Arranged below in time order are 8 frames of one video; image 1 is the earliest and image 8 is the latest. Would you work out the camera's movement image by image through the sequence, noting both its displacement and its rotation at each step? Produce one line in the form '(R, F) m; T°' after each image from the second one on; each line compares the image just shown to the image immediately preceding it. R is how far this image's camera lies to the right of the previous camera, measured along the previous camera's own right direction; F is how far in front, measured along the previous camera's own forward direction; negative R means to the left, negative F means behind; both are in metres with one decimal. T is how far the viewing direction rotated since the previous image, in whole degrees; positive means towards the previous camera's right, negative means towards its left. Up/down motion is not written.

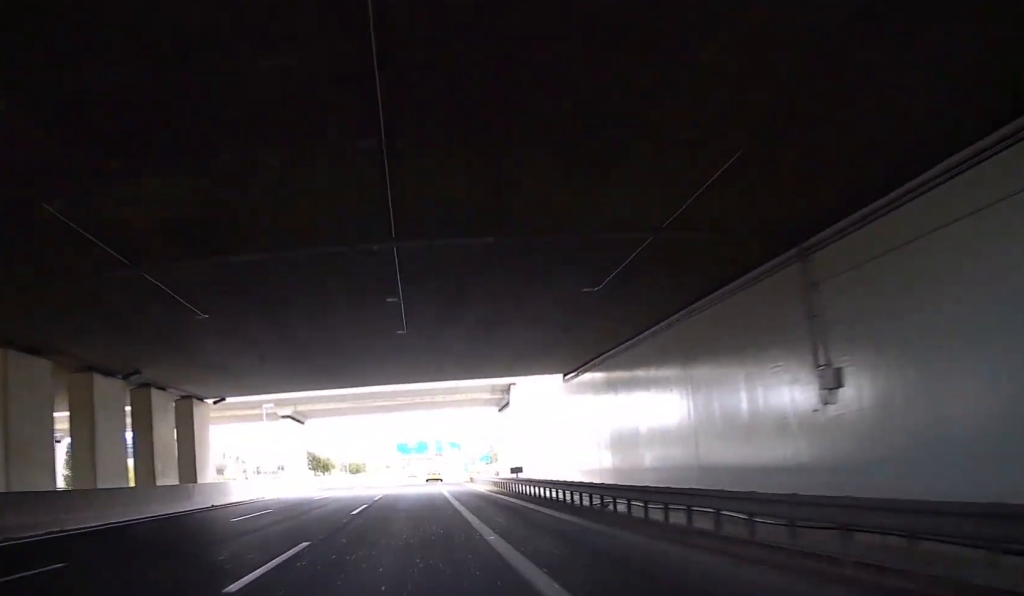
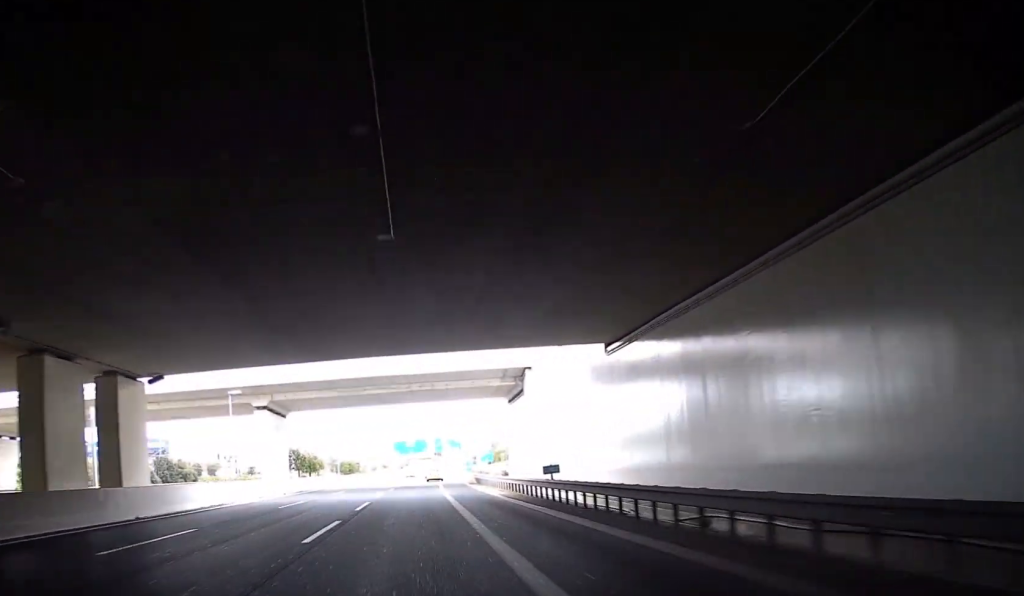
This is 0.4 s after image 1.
(+0.1, +9.7) m; 0°
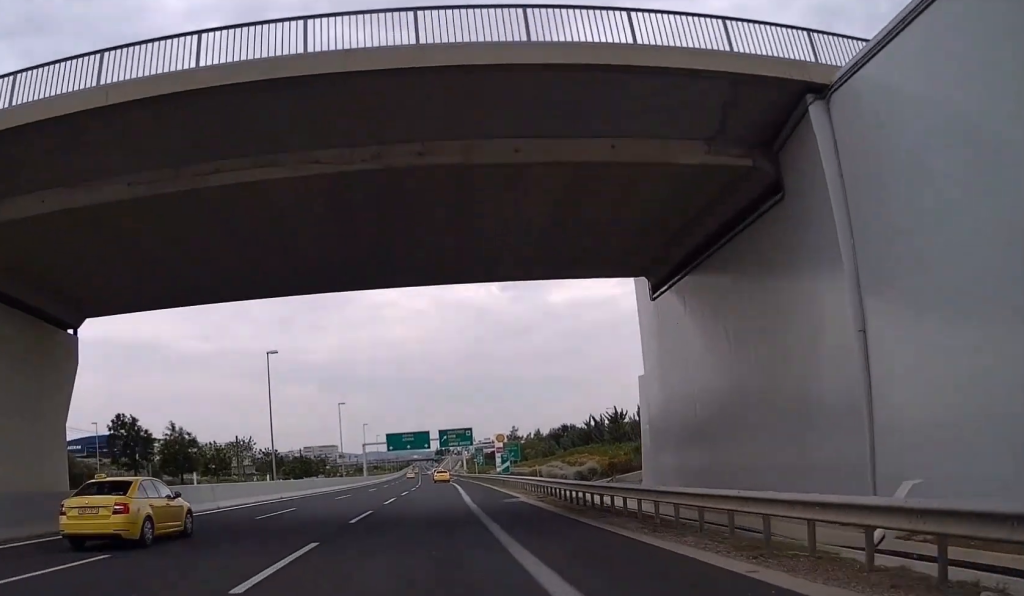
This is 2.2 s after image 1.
(-0.4, +42.6) m; 0°
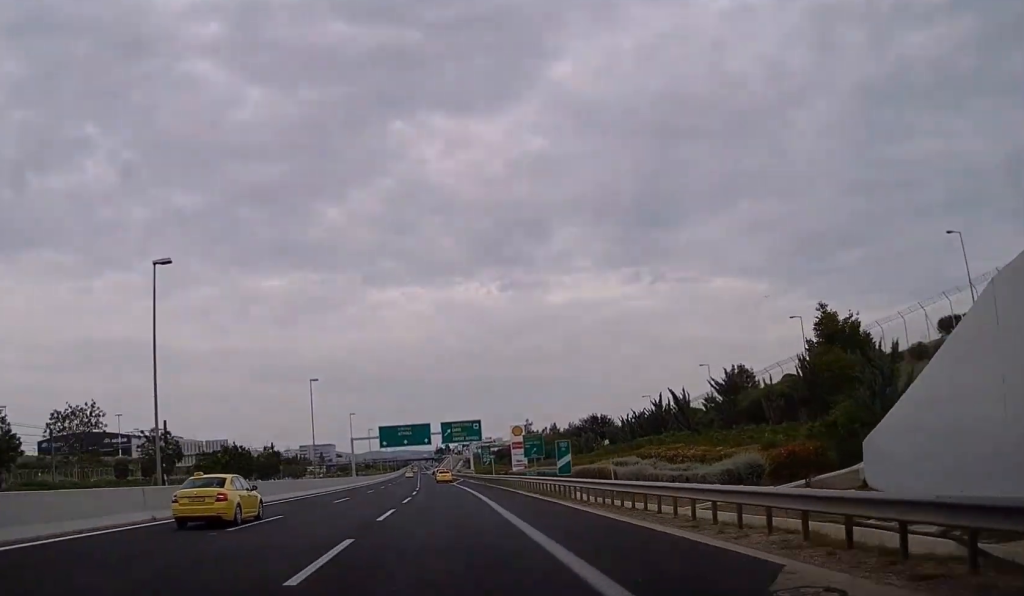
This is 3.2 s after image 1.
(+0.4, +24.2) m; +2°
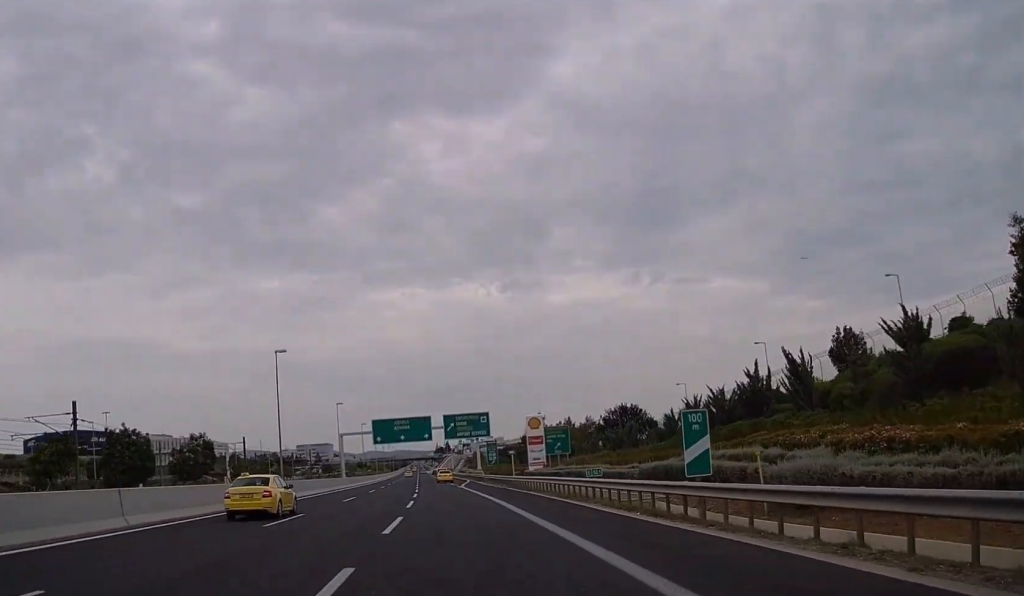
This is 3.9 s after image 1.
(+0.2, +16.9) m; +1°
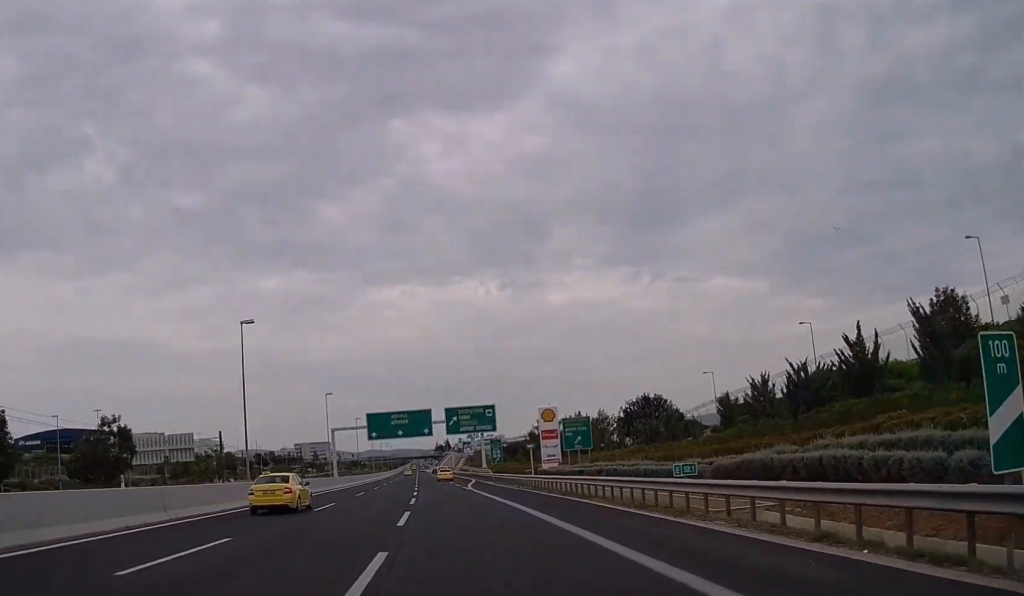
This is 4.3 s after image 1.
(0.0, +10.5) m; 0°
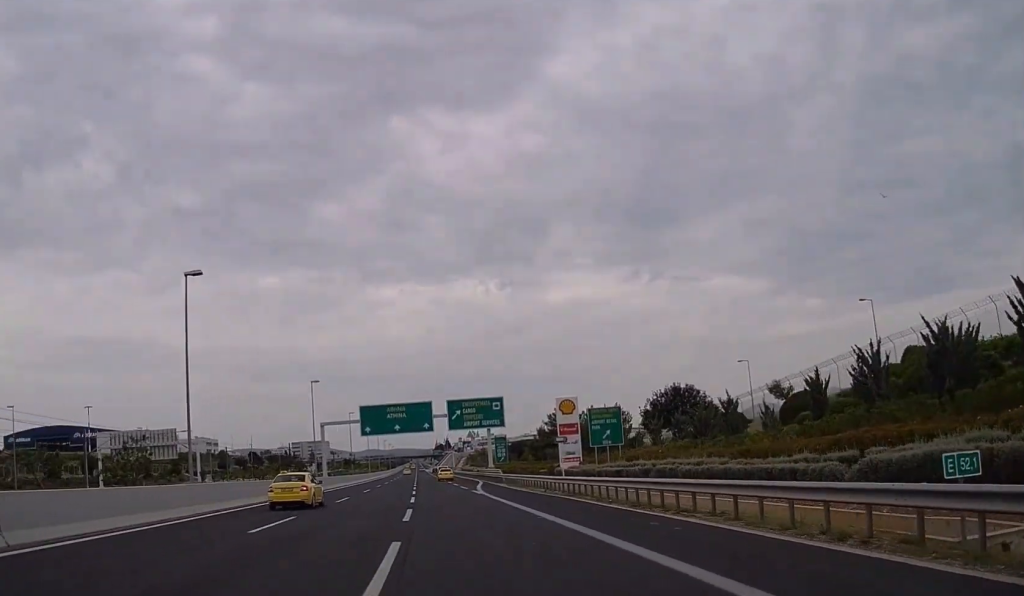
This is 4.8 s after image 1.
(0.0, +11.2) m; 0°
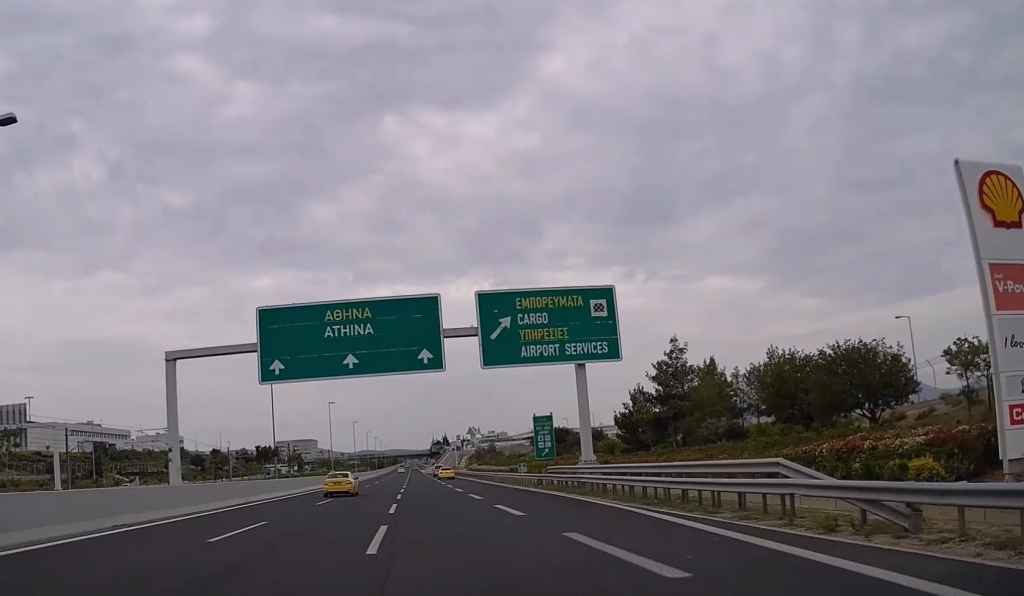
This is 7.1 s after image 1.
(-0.7, +56.2) m; -1°
